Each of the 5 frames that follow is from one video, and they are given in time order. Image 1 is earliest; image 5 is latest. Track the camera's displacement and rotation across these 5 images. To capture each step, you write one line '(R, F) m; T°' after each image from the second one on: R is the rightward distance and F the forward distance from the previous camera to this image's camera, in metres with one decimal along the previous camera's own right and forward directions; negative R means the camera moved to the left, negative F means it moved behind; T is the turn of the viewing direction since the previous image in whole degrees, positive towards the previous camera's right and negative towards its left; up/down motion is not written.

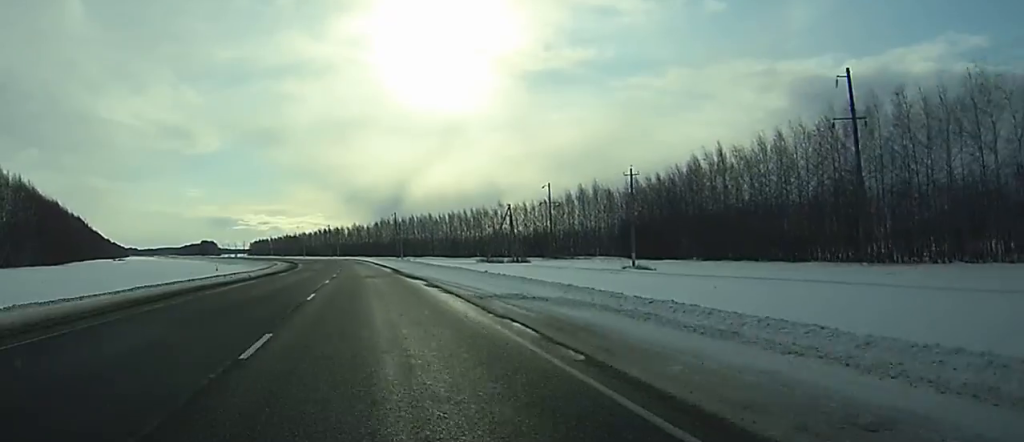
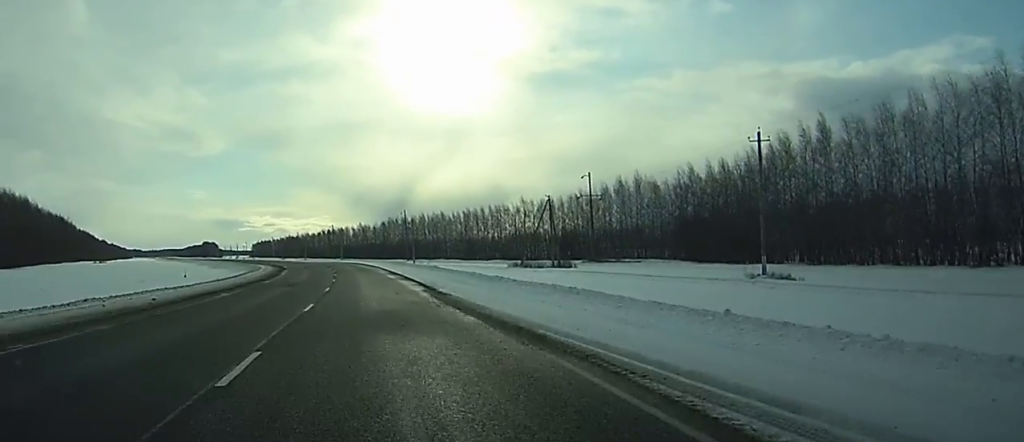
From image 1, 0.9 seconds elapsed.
(+0.1, +26.2) m; 0°
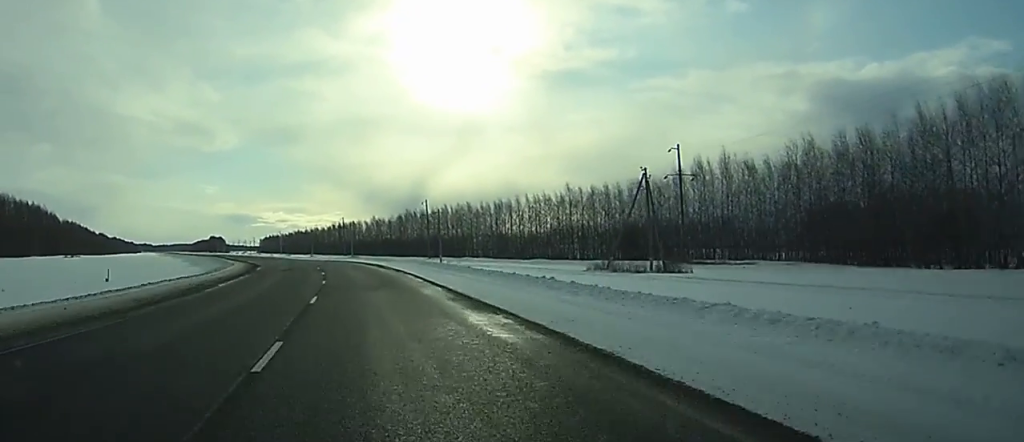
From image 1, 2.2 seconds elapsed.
(-0.4, +35.6) m; -1°
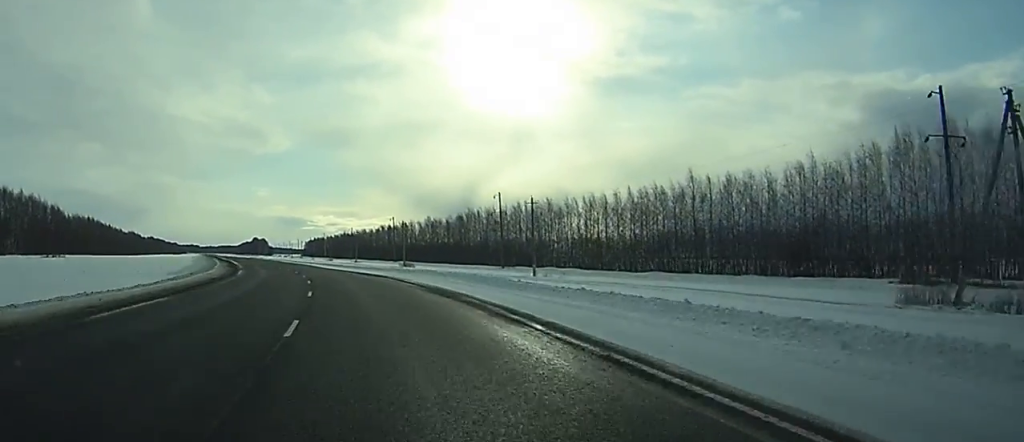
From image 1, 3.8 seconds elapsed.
(-0.2, +44.8) m; -1°
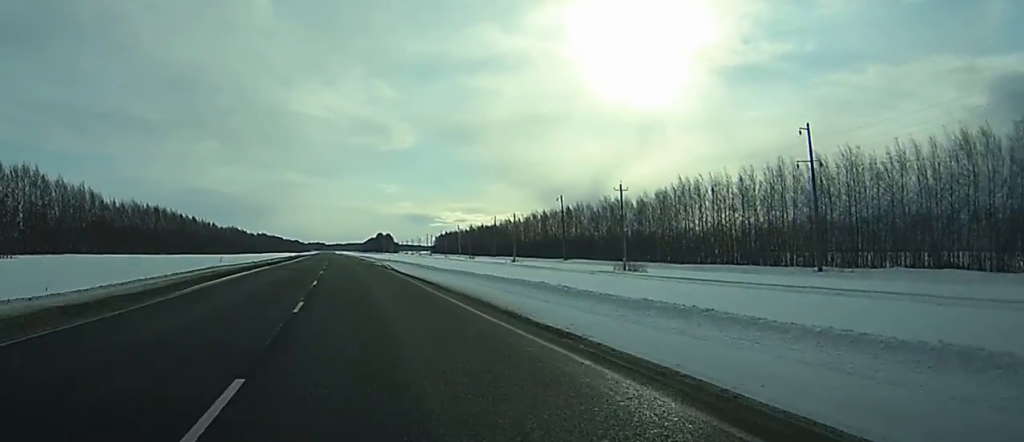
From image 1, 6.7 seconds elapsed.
(-4.0, +80.6) m; -6°
